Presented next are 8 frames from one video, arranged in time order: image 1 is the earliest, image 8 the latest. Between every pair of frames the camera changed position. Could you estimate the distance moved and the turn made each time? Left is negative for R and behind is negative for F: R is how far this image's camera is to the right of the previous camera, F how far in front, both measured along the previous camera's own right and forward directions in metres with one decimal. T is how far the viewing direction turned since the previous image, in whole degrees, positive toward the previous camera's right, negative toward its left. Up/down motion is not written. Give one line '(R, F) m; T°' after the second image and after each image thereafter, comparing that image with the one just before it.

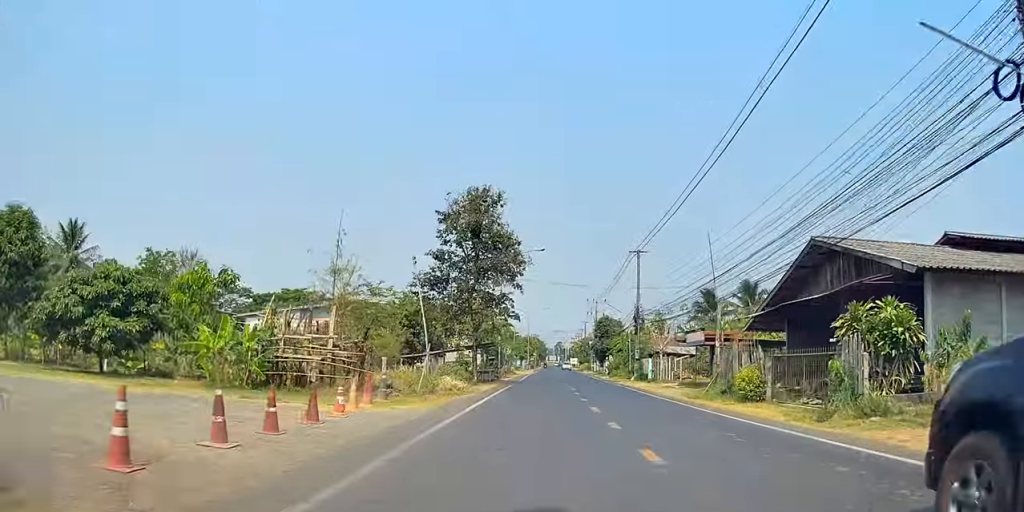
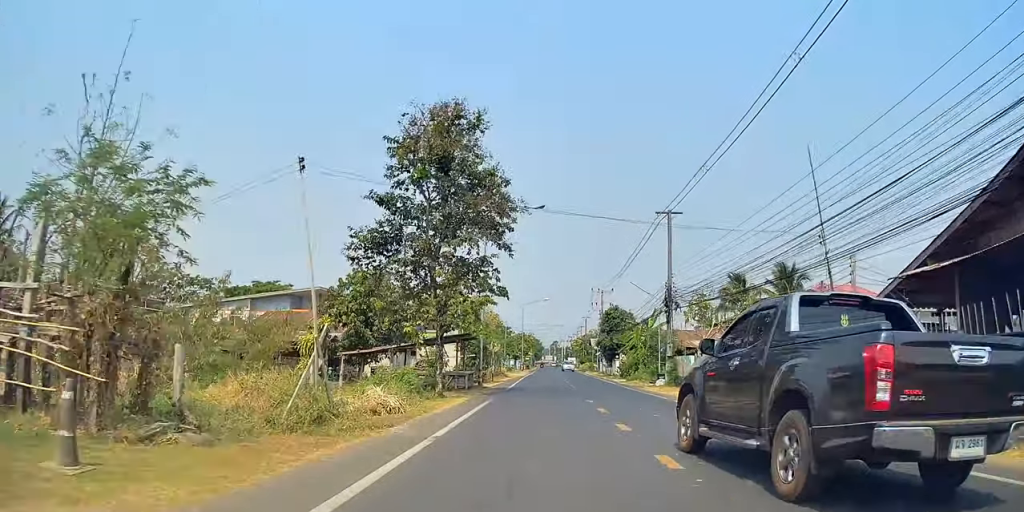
(0.0, +12.5) m; 0°
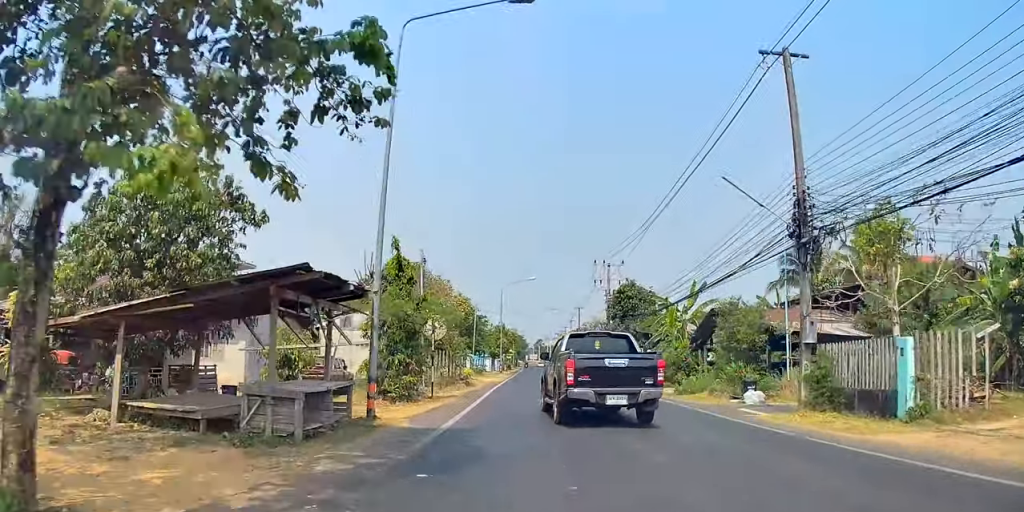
(+0.6, +19.3) m; +3°
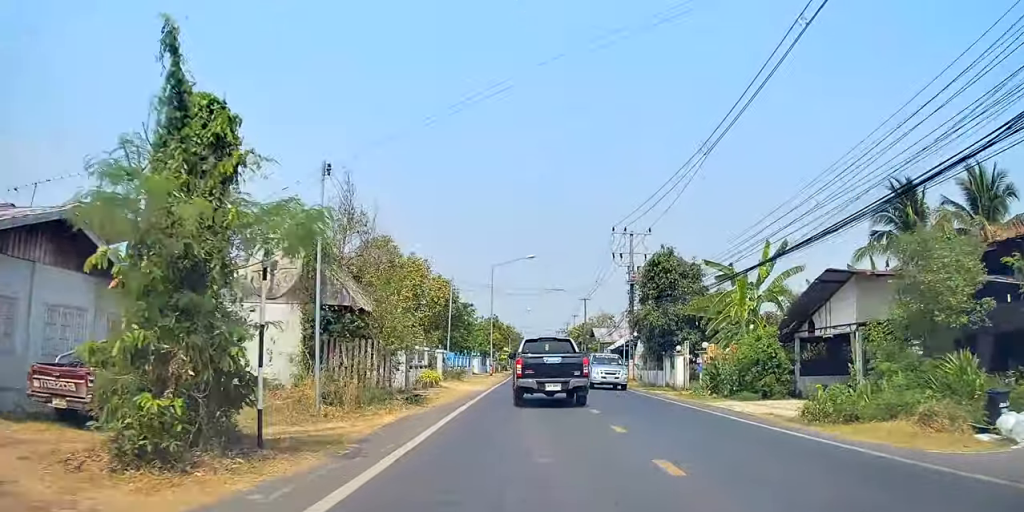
(+0.2, +12.6) m; 0°
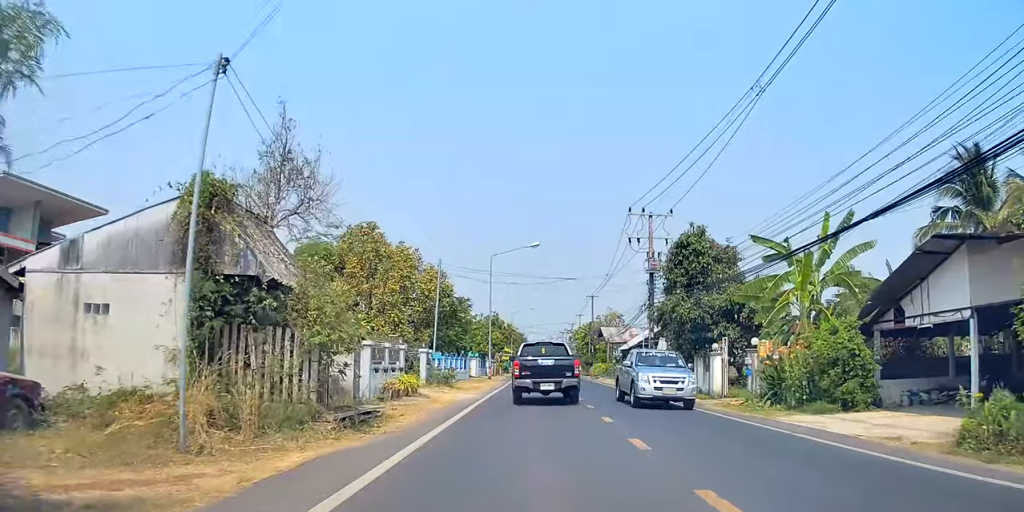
(-0.2, +6.0) m; -1°
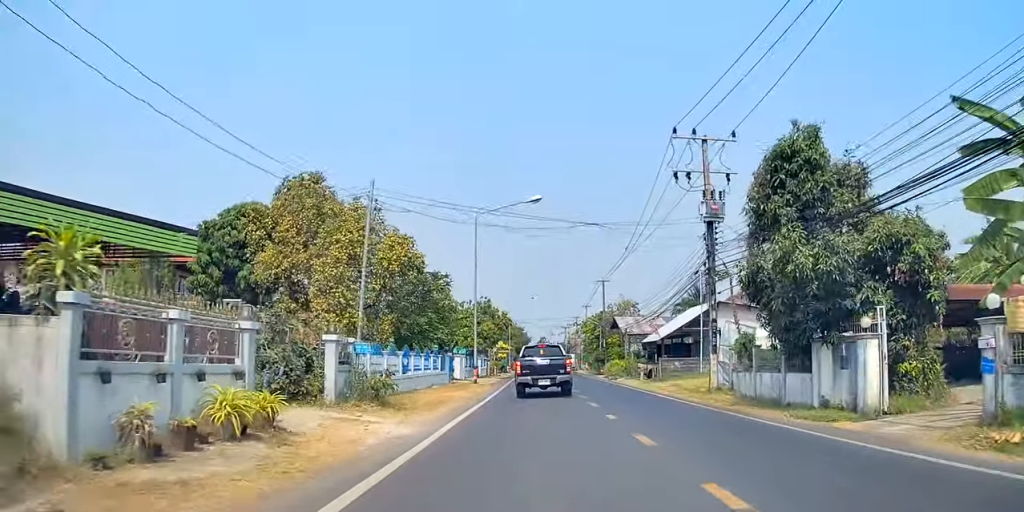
(0.0, +11.7) m; +1°
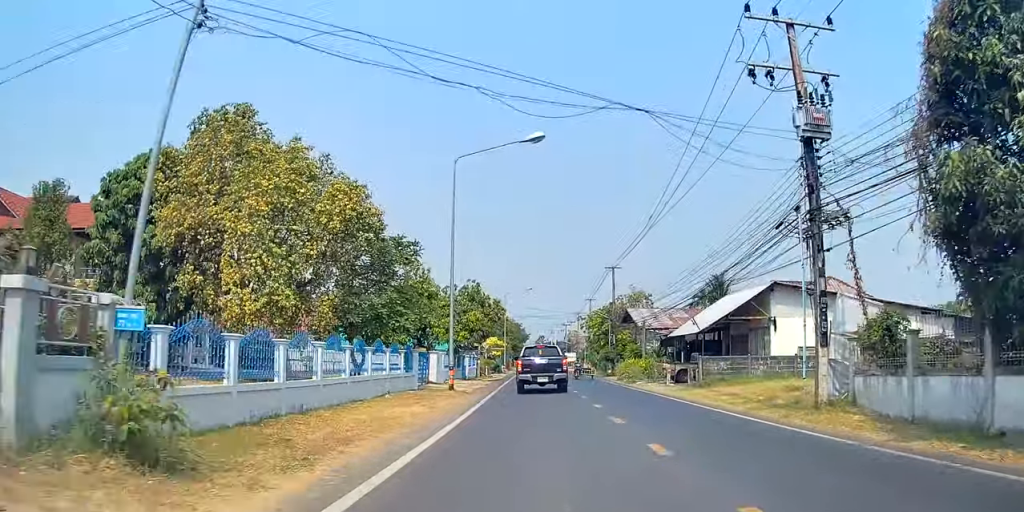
(+0.1, +9.6) m; +1°
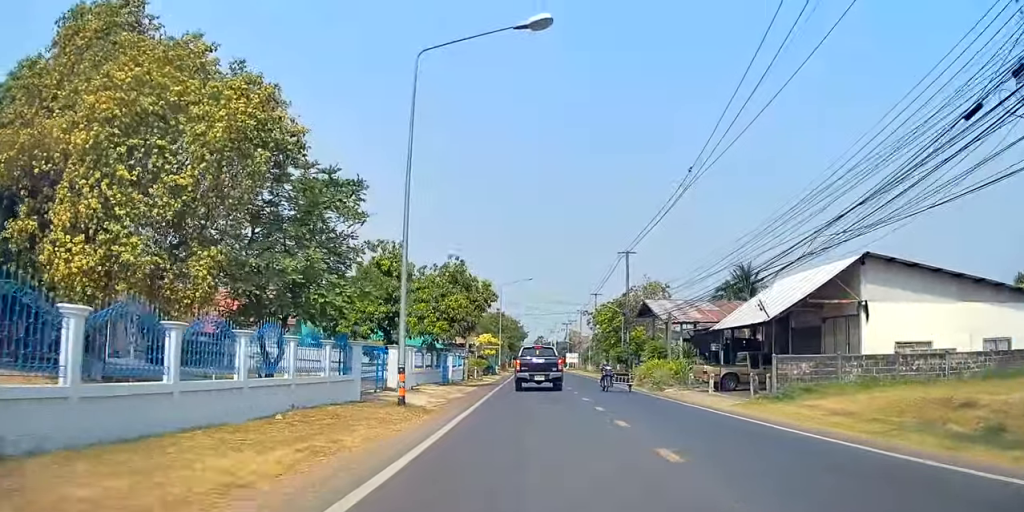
(+0.1, +7.9) m; 0°
